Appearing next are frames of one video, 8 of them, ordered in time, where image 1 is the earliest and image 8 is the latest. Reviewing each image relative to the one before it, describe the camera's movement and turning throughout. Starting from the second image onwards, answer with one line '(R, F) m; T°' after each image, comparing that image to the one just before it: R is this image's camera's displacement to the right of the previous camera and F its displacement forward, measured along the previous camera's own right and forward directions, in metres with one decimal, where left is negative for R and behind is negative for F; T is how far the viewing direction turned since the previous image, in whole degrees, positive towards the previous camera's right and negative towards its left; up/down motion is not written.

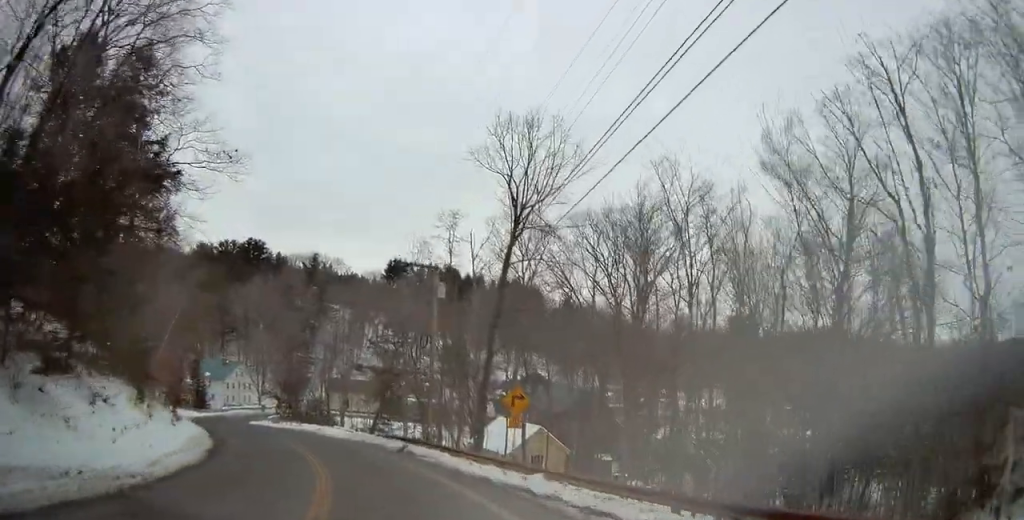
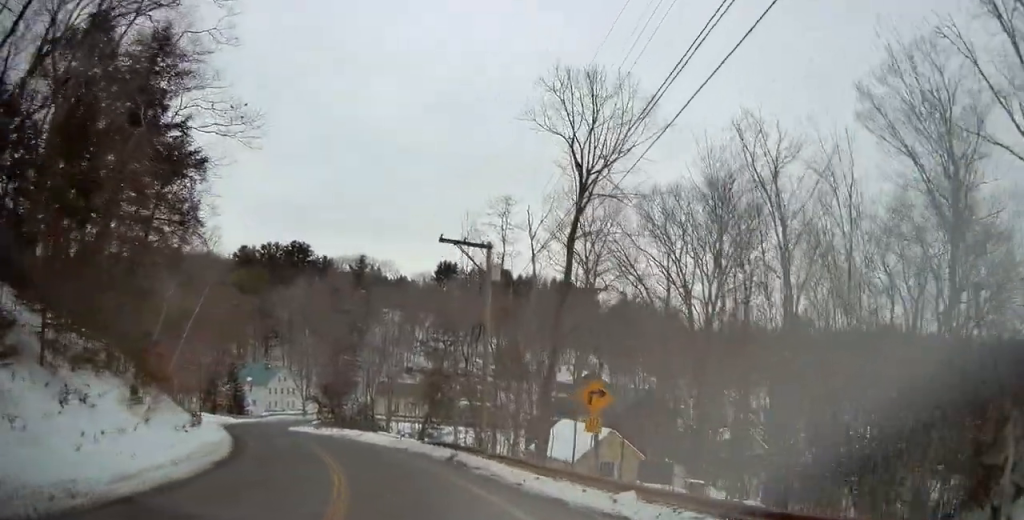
(-0.1, +4.0) m; -6°
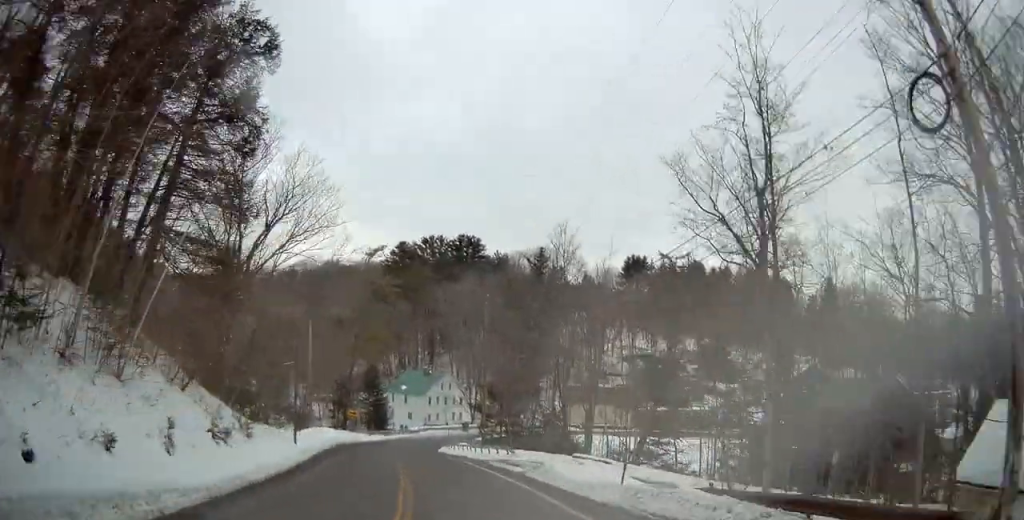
(-3.9, +19.6) m; -22°
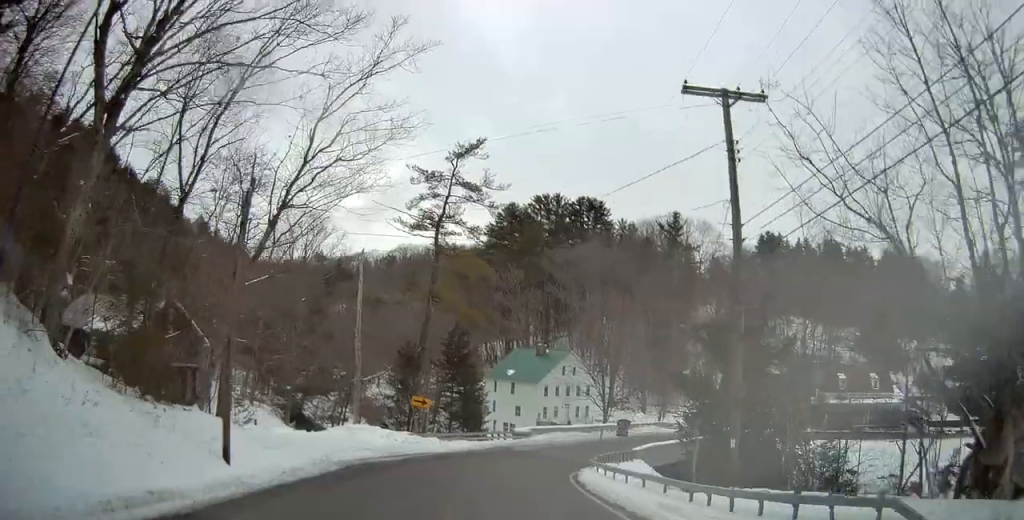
(-4.6, +26.4) m; -15°
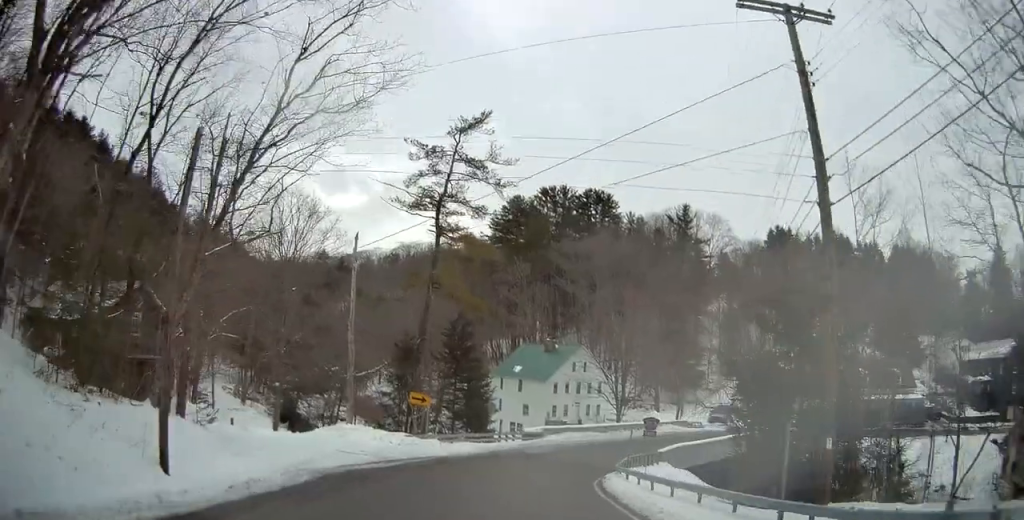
(-0.2, +4.2) m; -1°
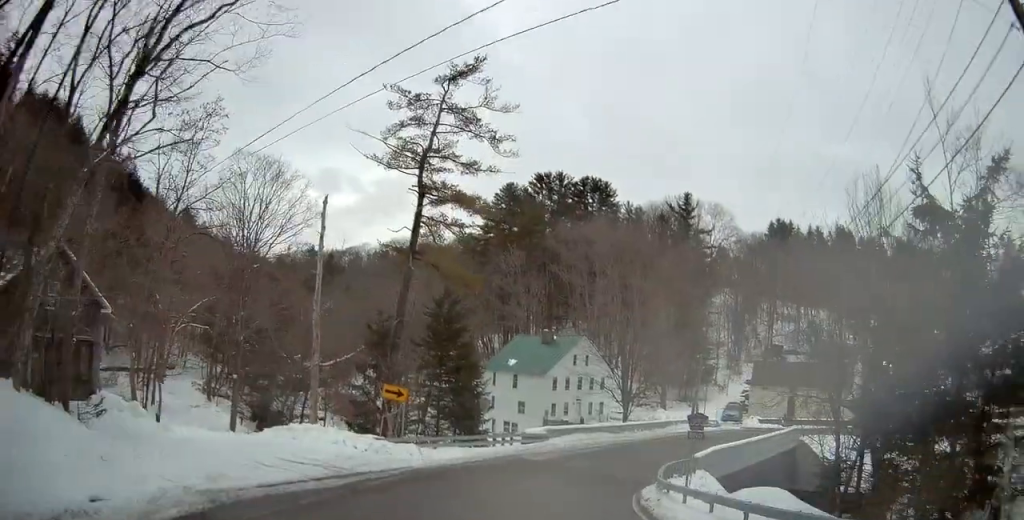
(+0.2, +6.8) m; +1°
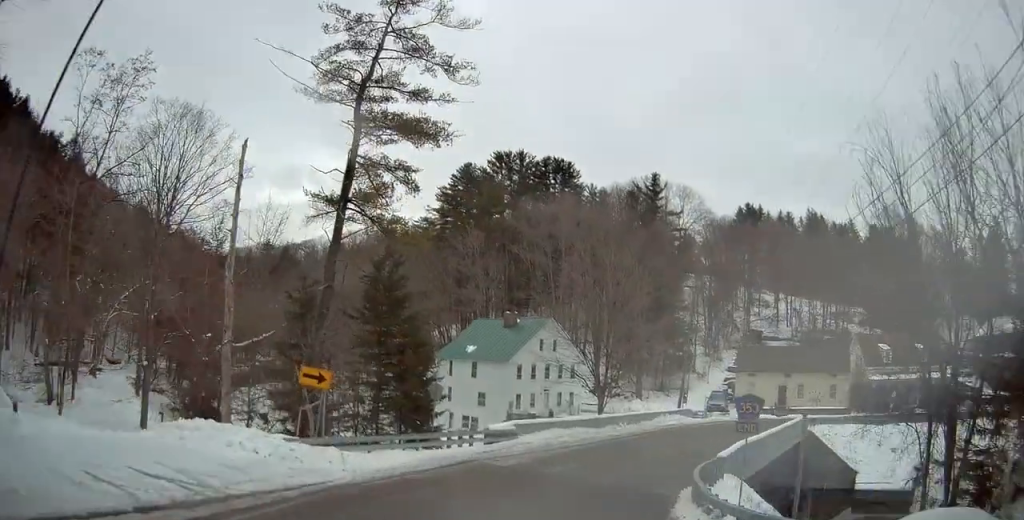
(0.0, +7.1) m; 0°
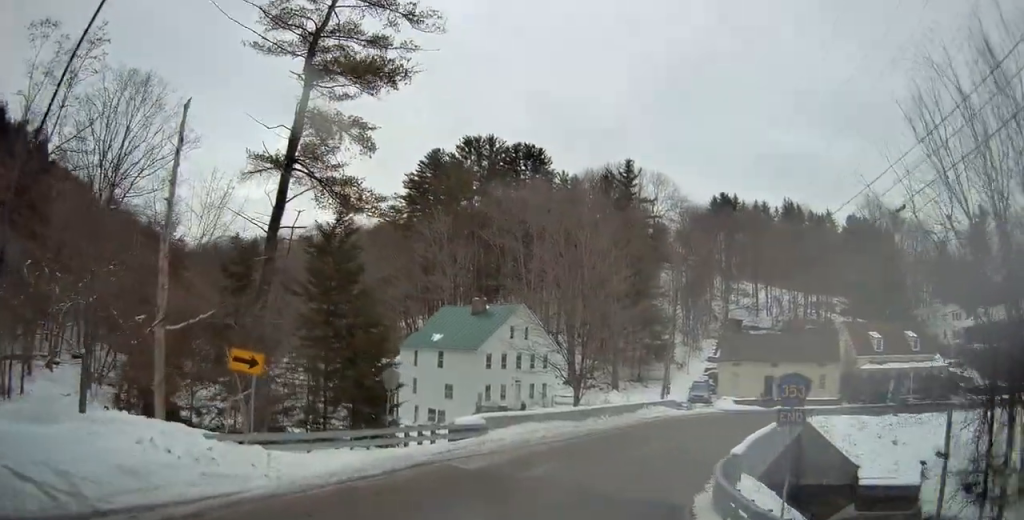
(-0.1, +3.6) m; 0°
